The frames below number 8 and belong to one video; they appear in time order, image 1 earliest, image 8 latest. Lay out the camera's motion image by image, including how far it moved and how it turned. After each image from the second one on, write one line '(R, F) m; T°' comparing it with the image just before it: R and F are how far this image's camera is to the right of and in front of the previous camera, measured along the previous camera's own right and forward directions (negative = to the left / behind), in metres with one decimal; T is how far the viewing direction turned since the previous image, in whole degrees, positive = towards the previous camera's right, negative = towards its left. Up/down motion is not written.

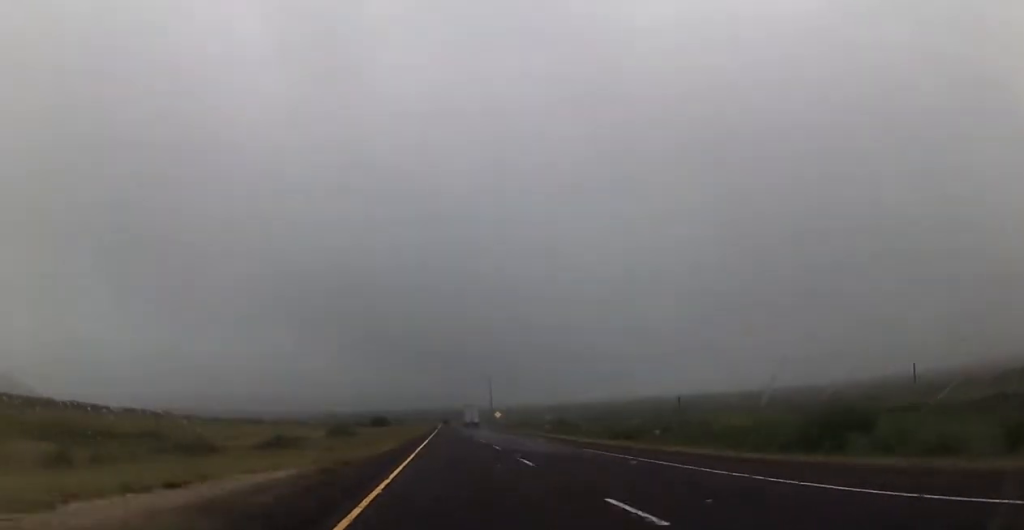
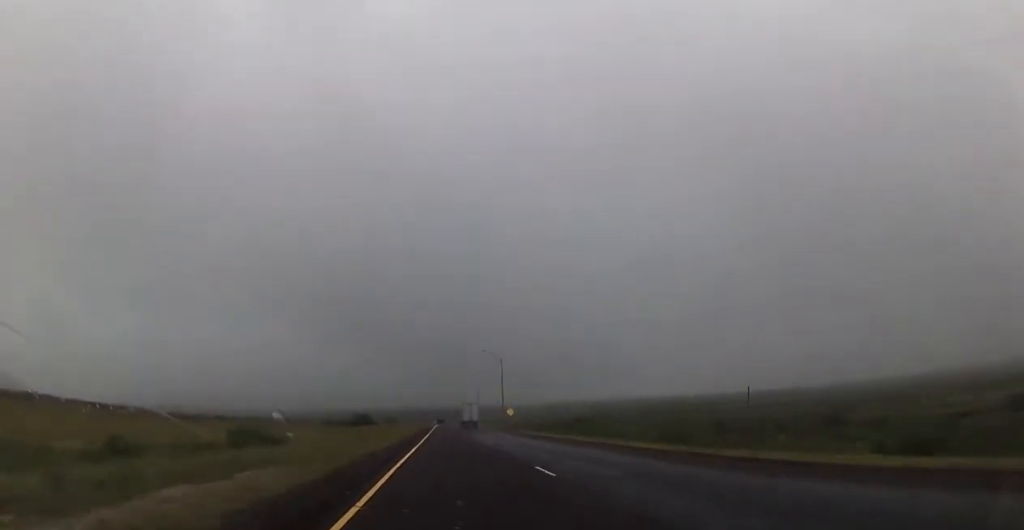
(-0.5, +41.3) m; 0°
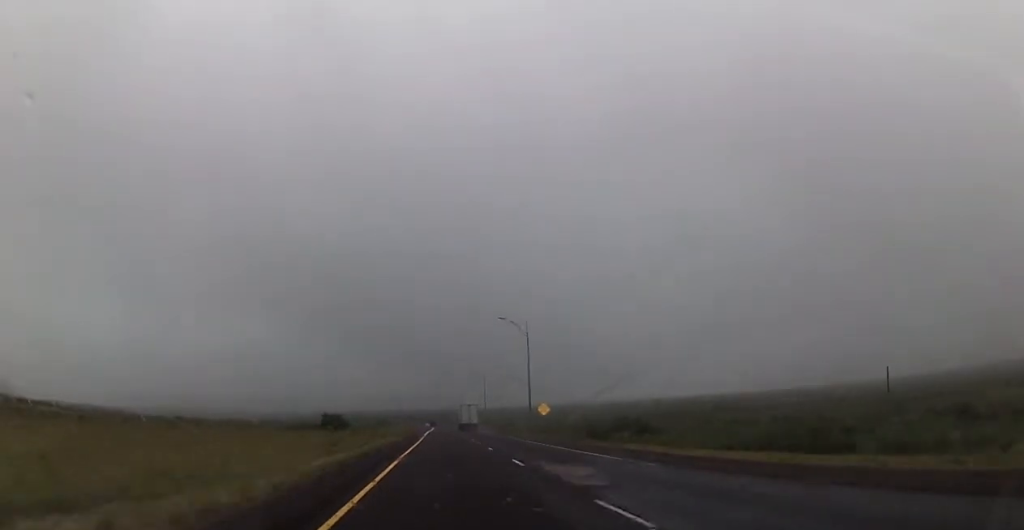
(+0.7, +44.8) m; 0°
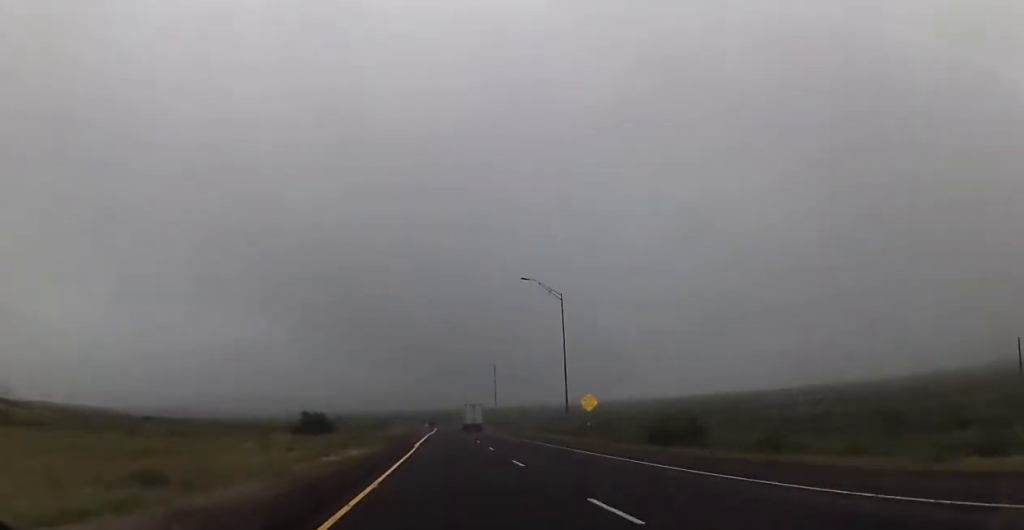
(-0.1, +24.1) m; 0°
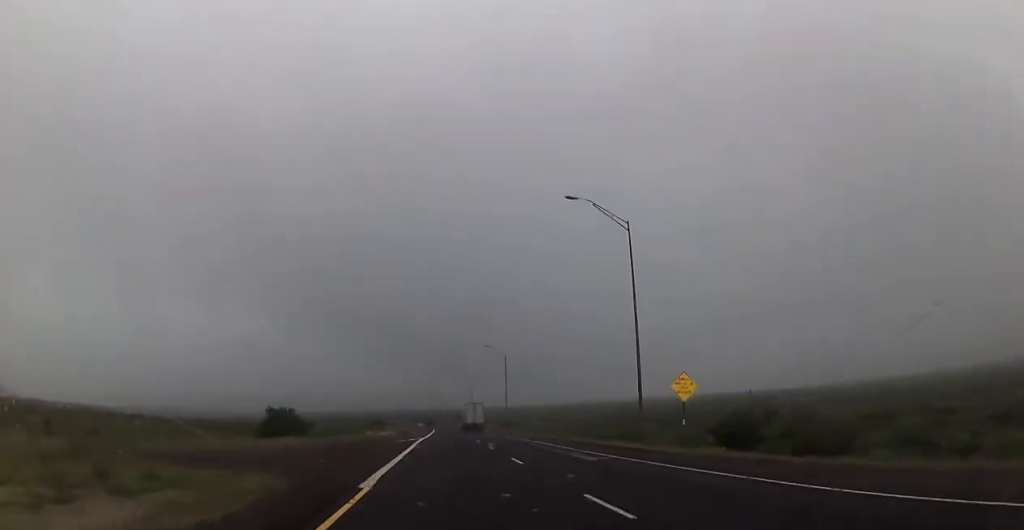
(-0.3, +24.2) m; 0°
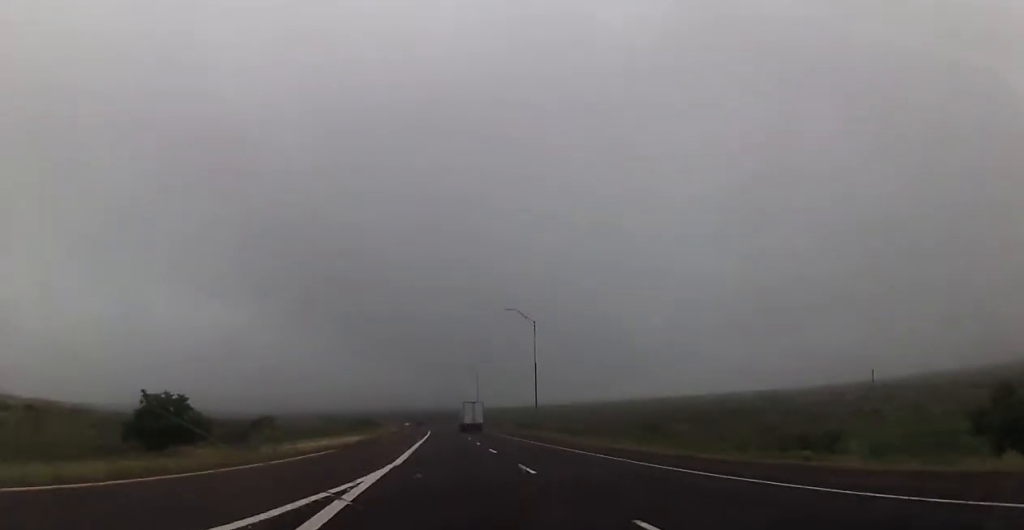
(+0.5, +40.4) m; +1°
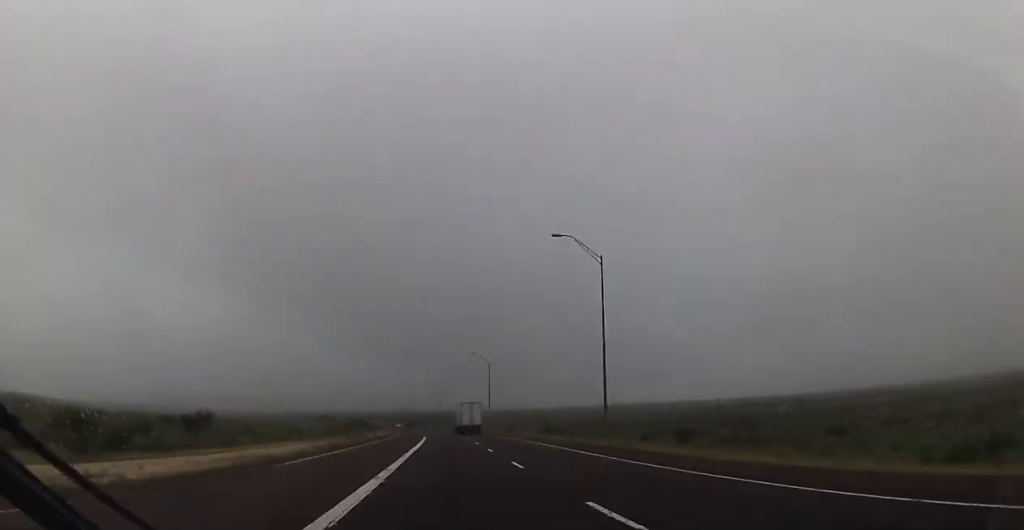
(0.0, +34.6) m; -1°
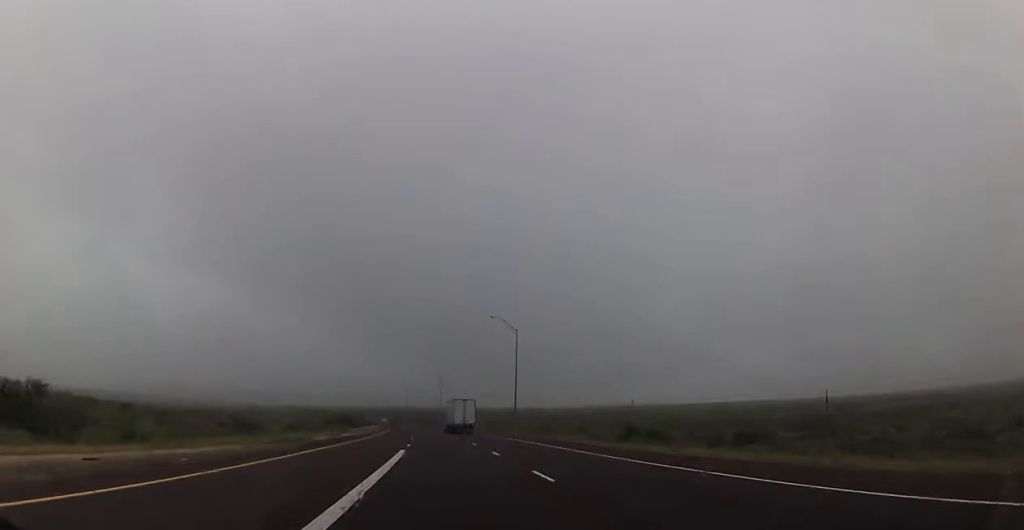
(-0.4, +42.6) m; 0°
